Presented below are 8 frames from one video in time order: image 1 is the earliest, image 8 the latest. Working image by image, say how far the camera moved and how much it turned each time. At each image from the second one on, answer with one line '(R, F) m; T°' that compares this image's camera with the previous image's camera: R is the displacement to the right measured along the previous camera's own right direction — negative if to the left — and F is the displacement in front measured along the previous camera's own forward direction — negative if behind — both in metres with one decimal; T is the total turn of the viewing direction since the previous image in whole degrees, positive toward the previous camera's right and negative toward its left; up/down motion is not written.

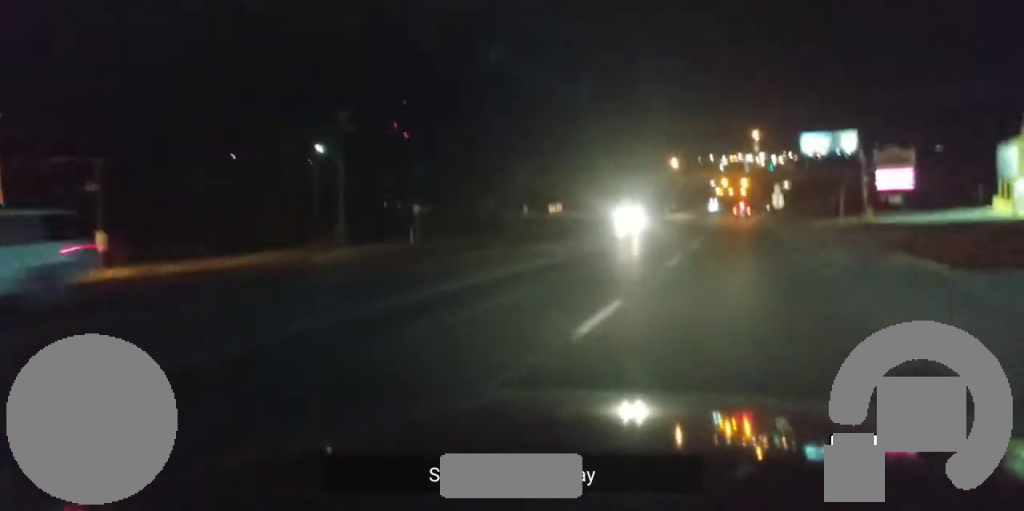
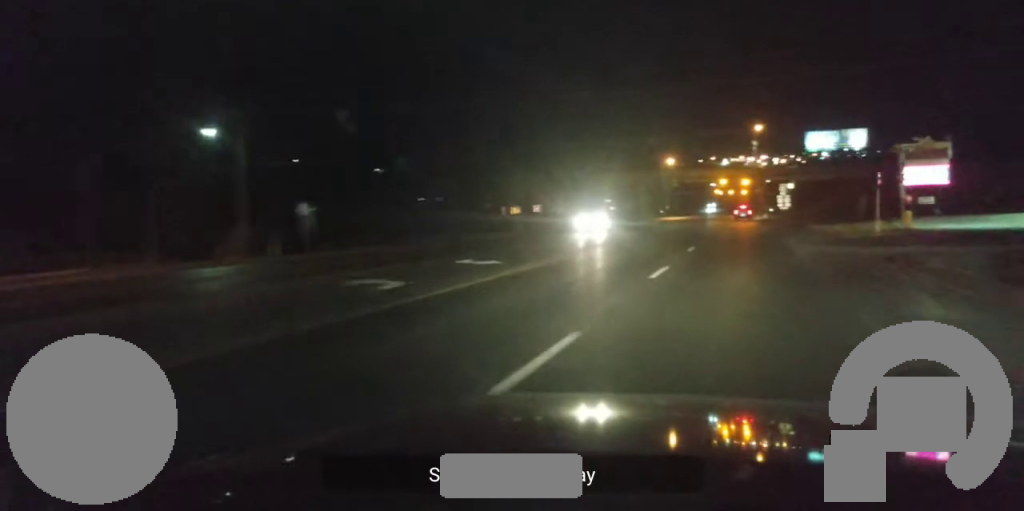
(+0.1, +15.0) m; 0°
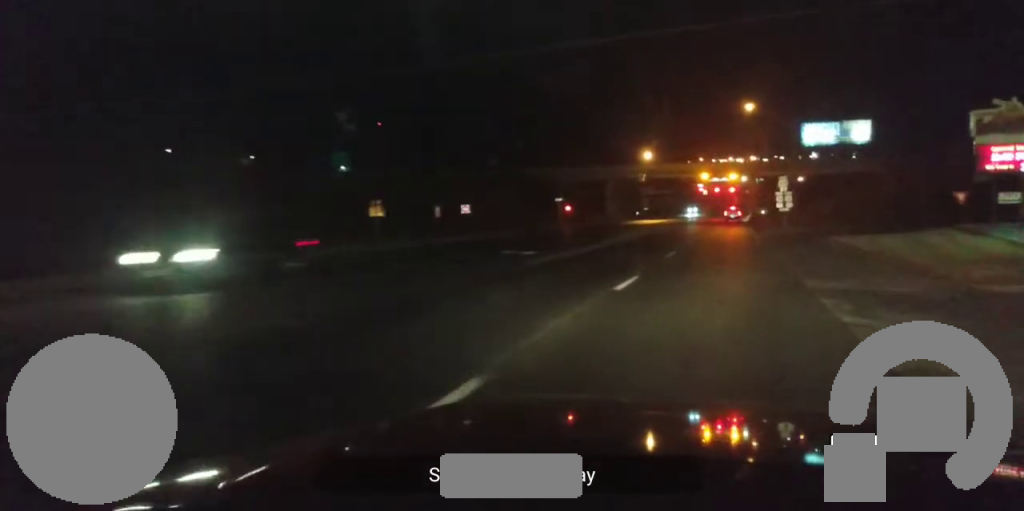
(+0.8, +26.3) m; +3°
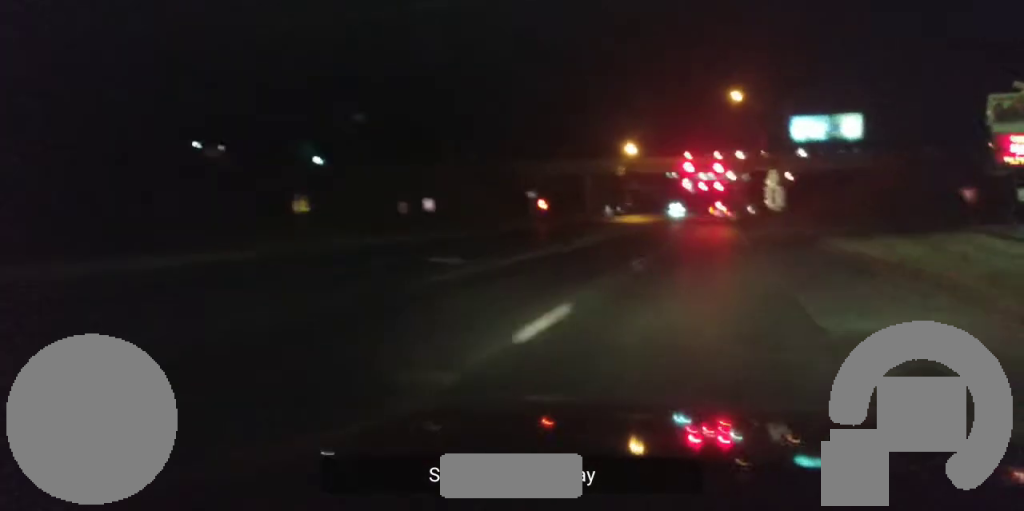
(0.0, +6.2) m; +1°
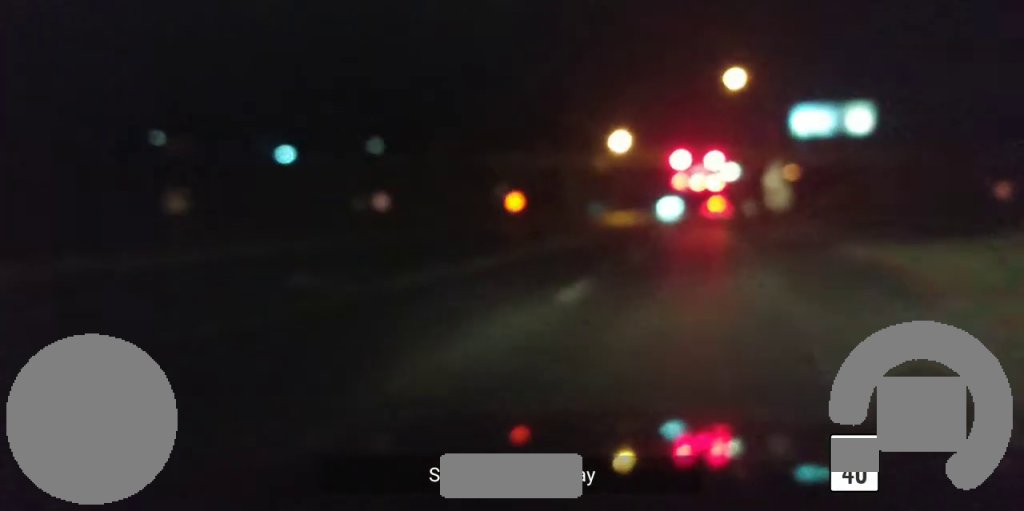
(-0.2, +7.4) m; +1°
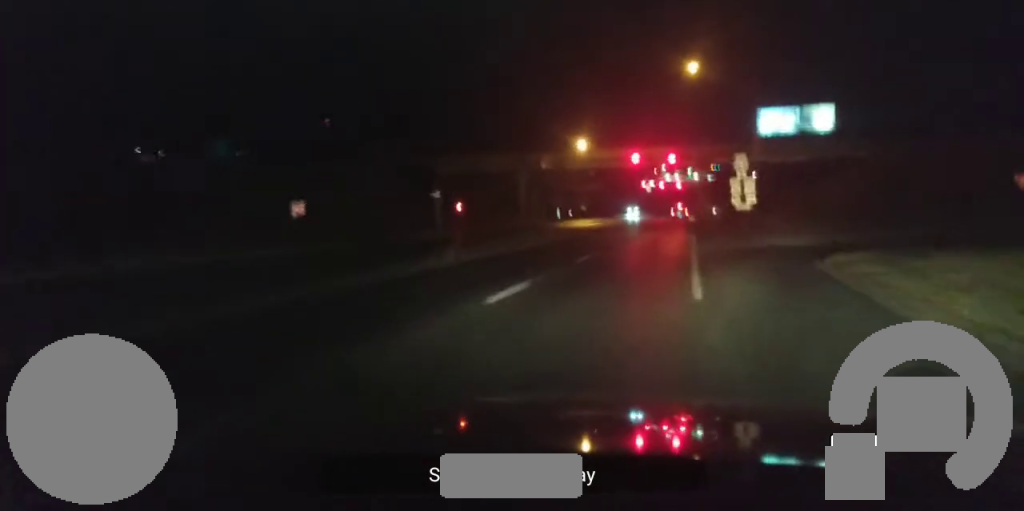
(+0.4, +12.8) m; +3°
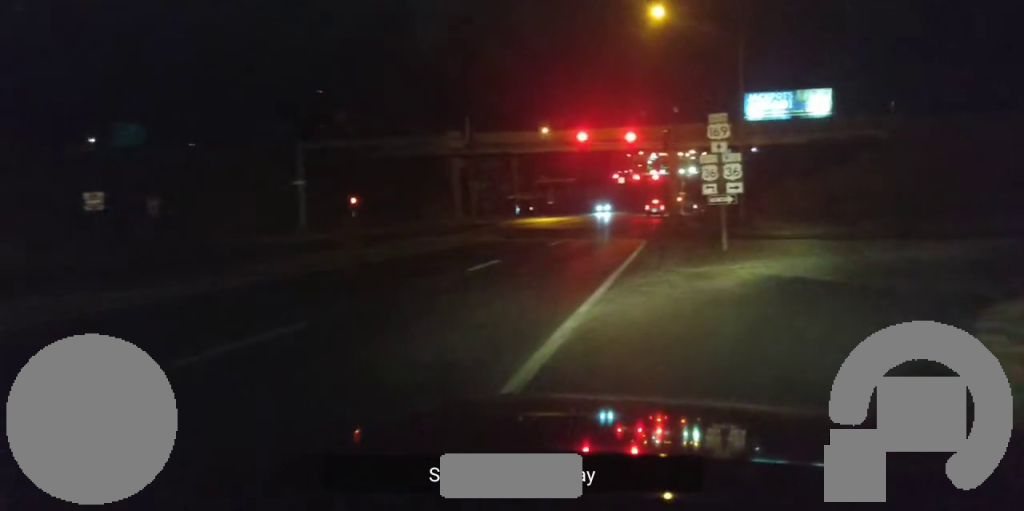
(+0.4, +18.9) m; +1°
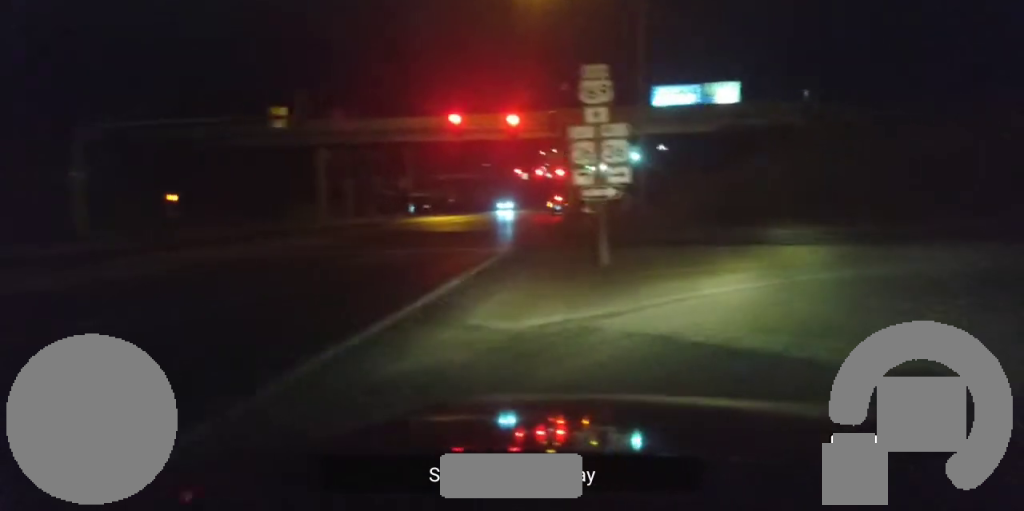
(0.0, +9.8) m; +6°
